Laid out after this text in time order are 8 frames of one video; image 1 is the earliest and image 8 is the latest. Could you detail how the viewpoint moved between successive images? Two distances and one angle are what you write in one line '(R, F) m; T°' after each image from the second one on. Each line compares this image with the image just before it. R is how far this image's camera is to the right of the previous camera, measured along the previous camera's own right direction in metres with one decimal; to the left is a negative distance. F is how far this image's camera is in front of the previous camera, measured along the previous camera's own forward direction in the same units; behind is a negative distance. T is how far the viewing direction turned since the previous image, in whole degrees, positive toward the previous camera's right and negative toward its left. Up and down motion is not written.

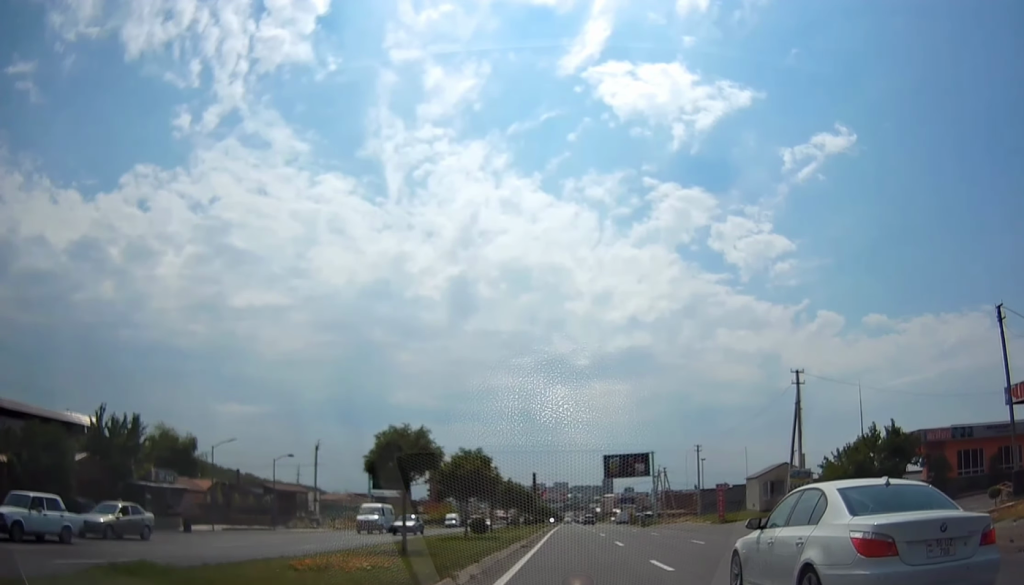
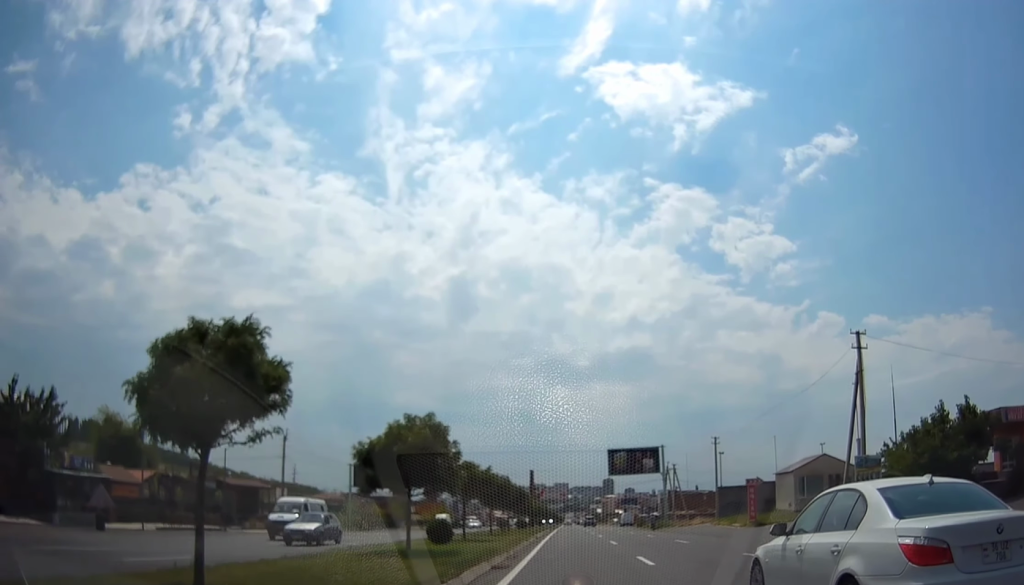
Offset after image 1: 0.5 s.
(0.0, +9.5) m; 0°
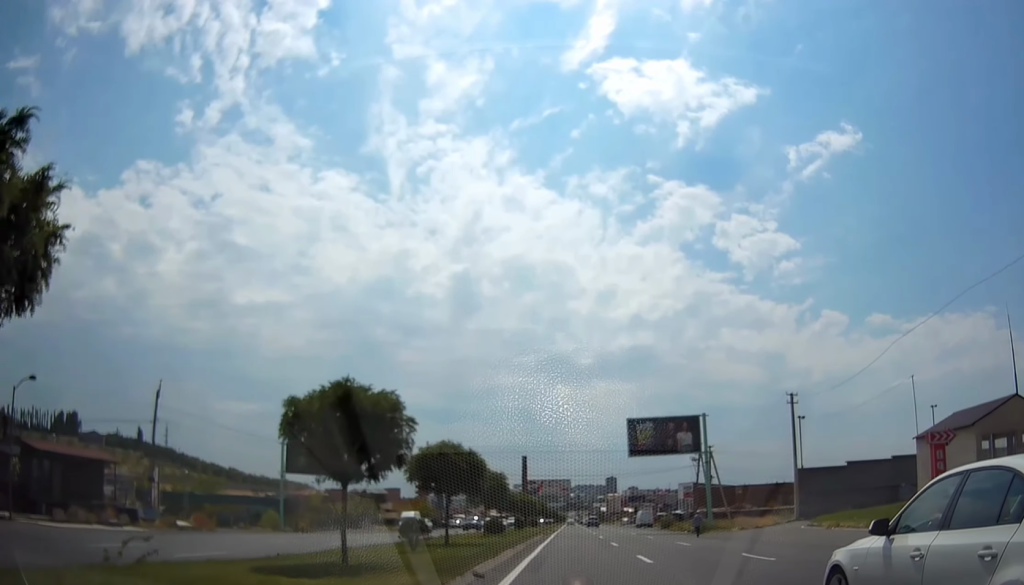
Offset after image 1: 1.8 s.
(+0.4, +24.3) m; +1°
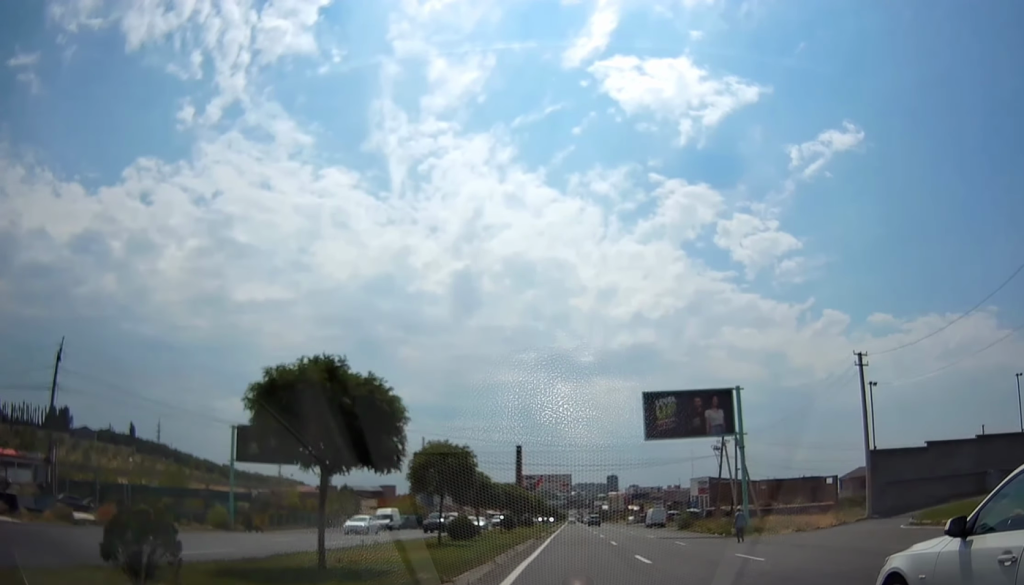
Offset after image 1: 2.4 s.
(+0.1, +11.7) m; 0°
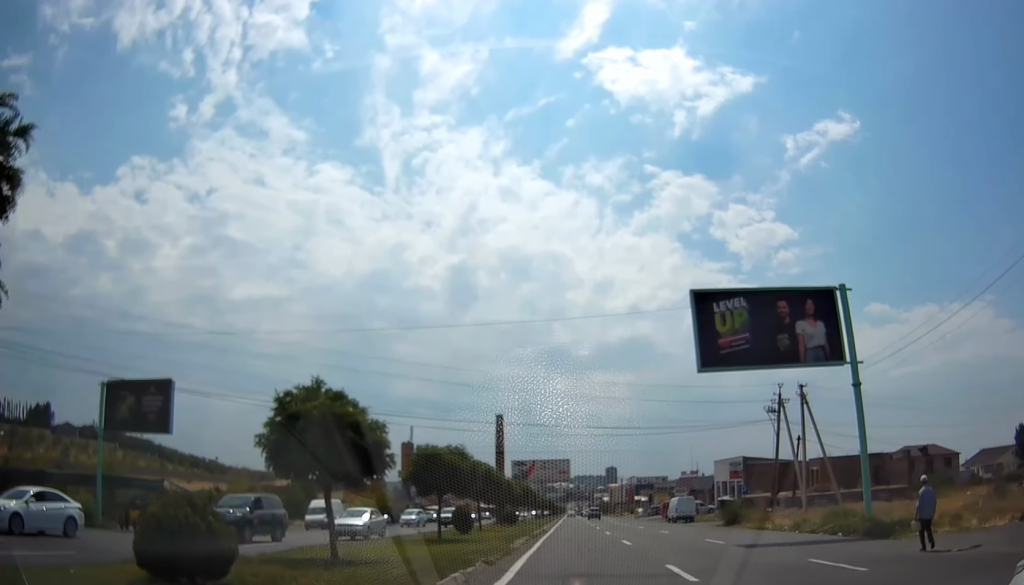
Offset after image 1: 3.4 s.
(-0.3, +19.7) m; -2°
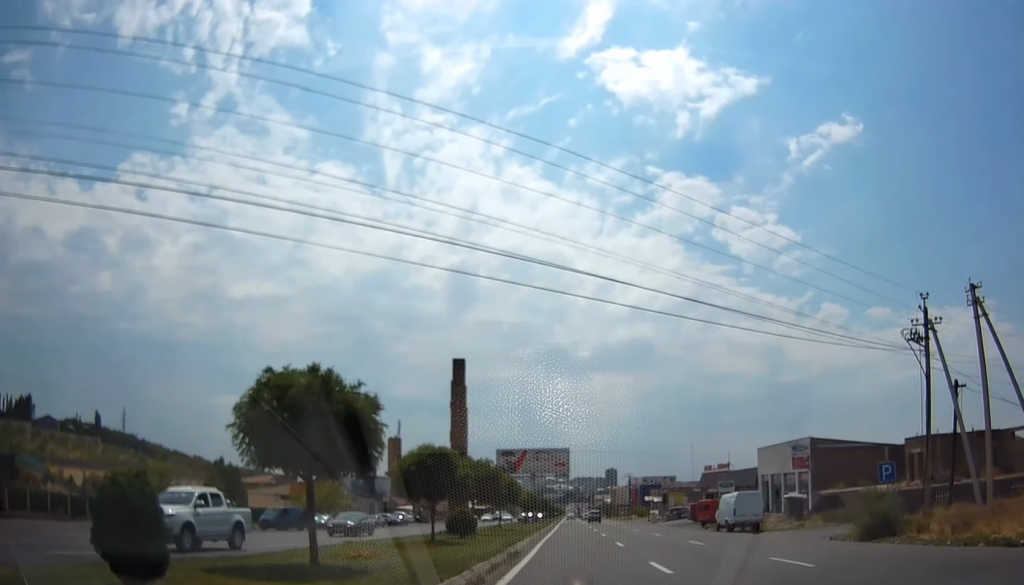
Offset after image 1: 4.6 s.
(-0.1, +21.7) m; 0°
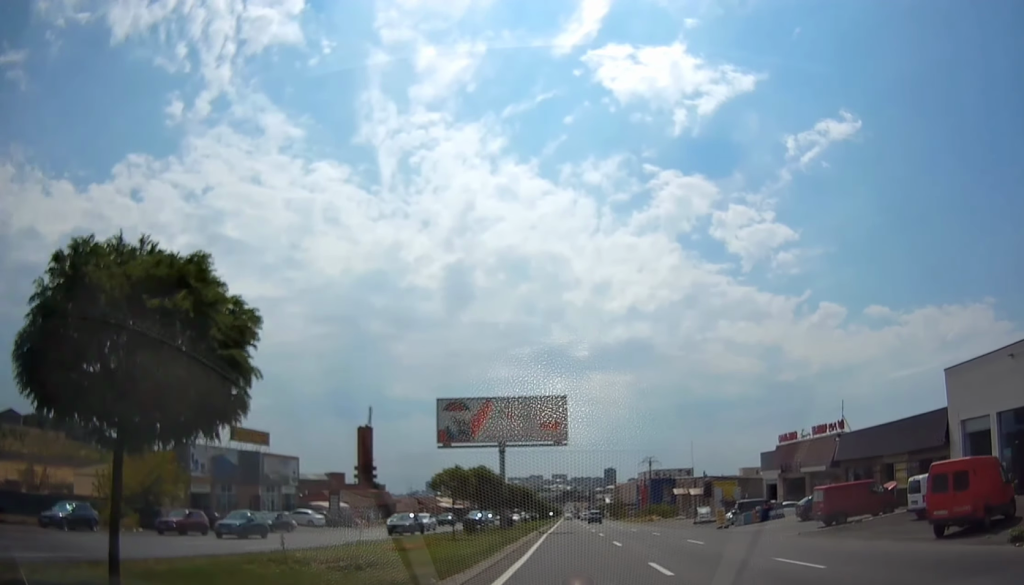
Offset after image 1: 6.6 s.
(+0.5, +37.7) m; +1°
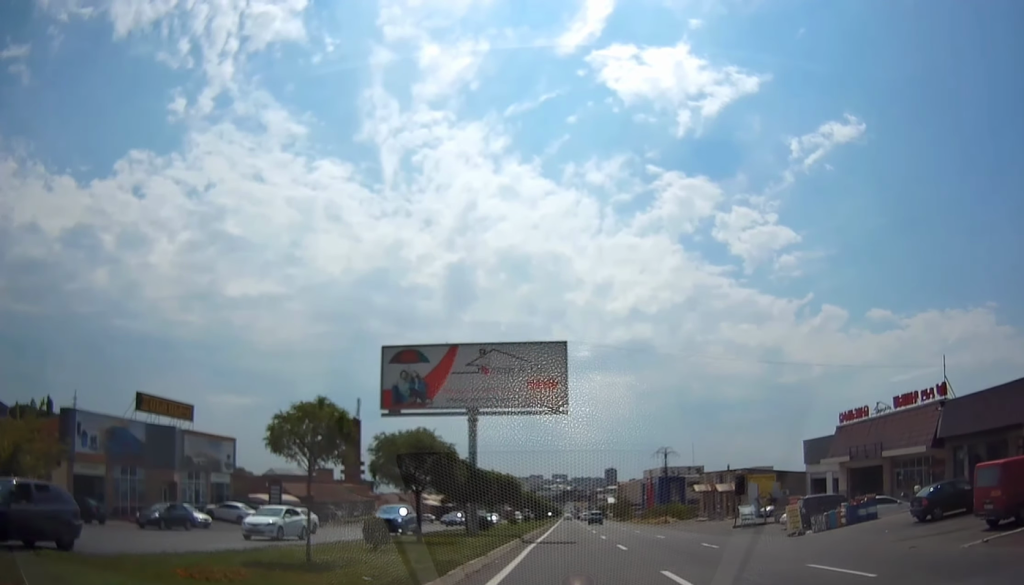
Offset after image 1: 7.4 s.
(+0.1, +15.0) m; -1°
